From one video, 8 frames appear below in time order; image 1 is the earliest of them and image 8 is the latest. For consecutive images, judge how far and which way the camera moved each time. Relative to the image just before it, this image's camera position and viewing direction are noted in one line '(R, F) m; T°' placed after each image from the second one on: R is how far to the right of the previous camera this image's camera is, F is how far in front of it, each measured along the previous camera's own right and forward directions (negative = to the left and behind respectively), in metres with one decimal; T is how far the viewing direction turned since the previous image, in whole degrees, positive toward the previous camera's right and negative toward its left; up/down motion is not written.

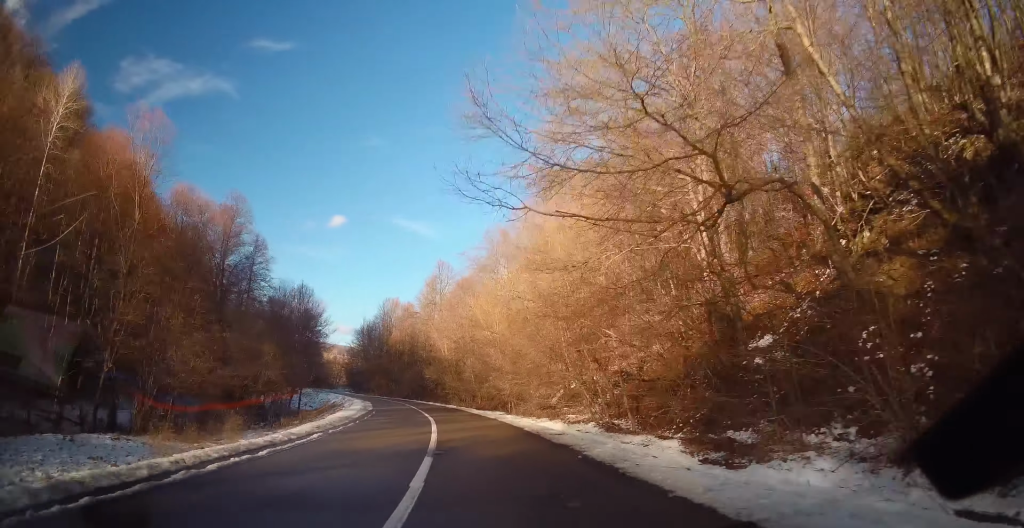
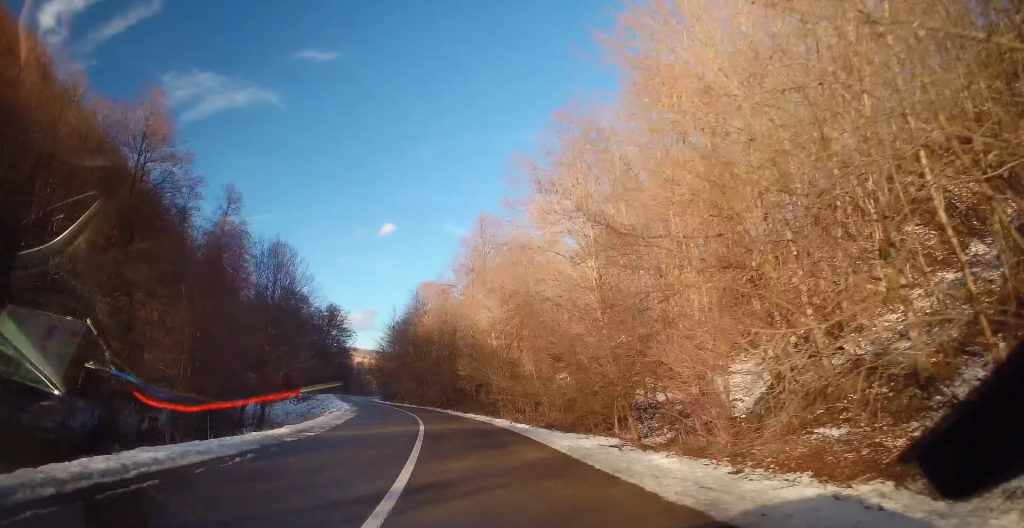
(-1.5, +22.7) m; -6°
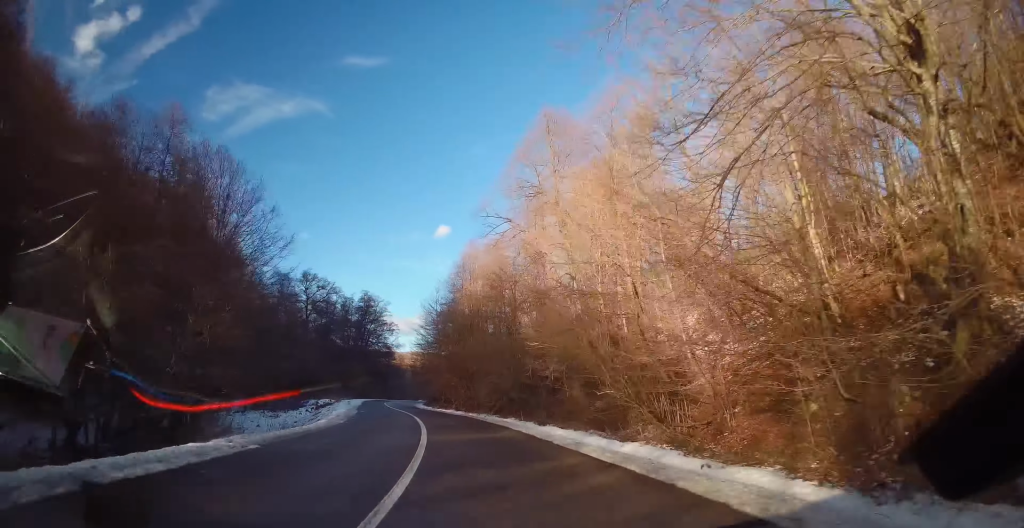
(-0.8, +20.3) m; -5°
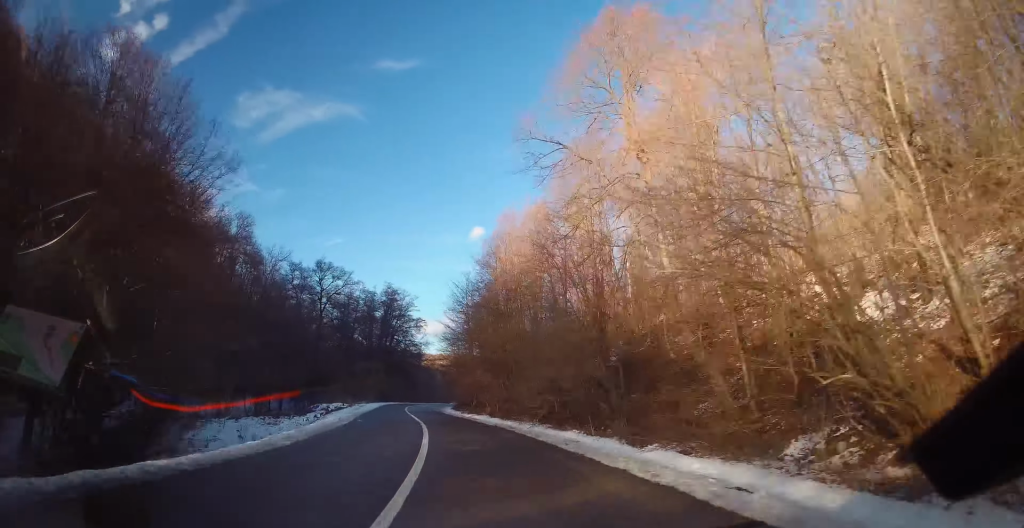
(-0.1, +10.7) m; -3°
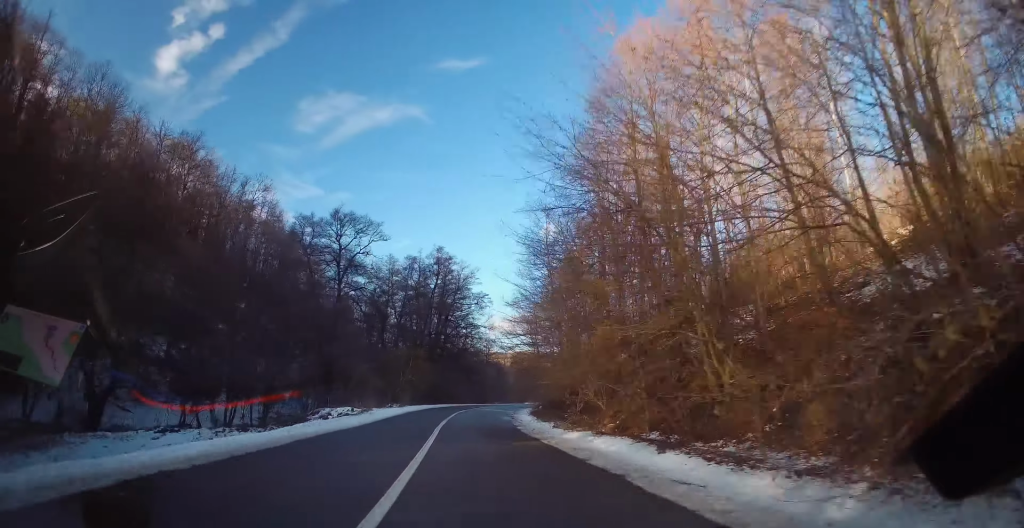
(-1.7, +24.8) m; -6°
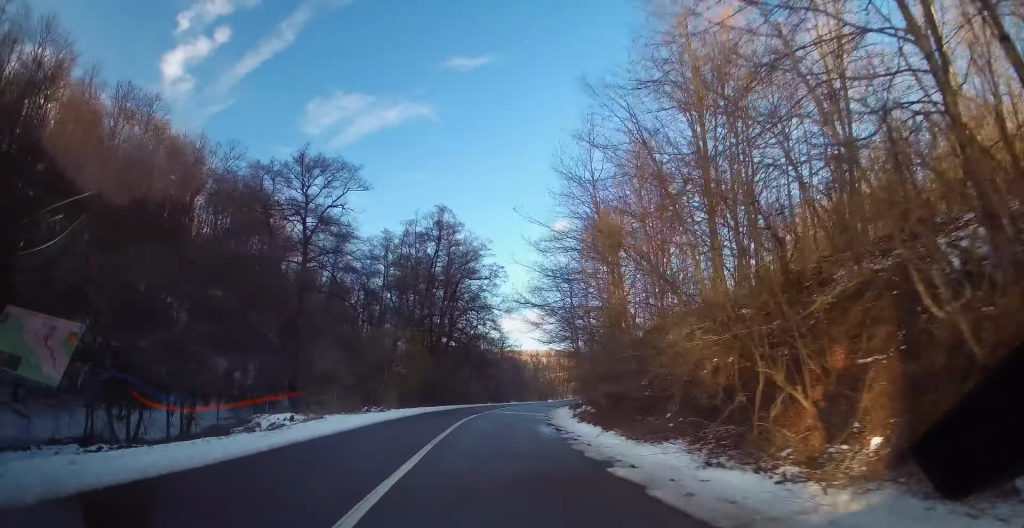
(-0.3, +15.2) m; -1°
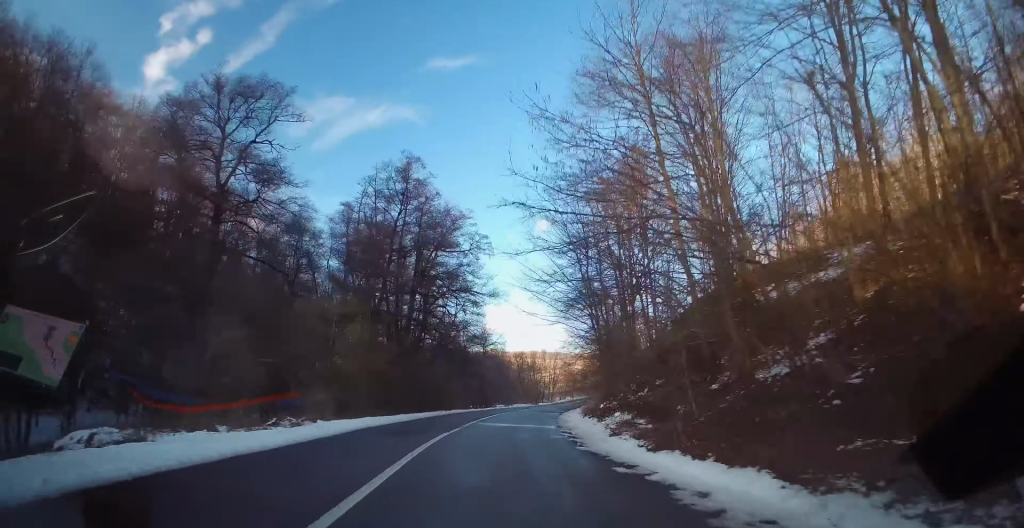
(-0.1, +12.7) m; +1°
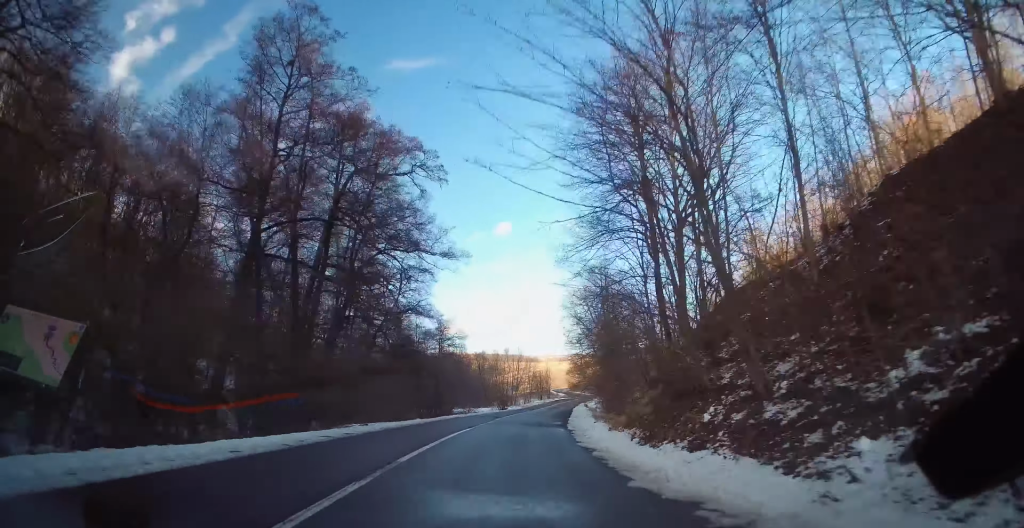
(+0.4, +17.6) m; +4°
